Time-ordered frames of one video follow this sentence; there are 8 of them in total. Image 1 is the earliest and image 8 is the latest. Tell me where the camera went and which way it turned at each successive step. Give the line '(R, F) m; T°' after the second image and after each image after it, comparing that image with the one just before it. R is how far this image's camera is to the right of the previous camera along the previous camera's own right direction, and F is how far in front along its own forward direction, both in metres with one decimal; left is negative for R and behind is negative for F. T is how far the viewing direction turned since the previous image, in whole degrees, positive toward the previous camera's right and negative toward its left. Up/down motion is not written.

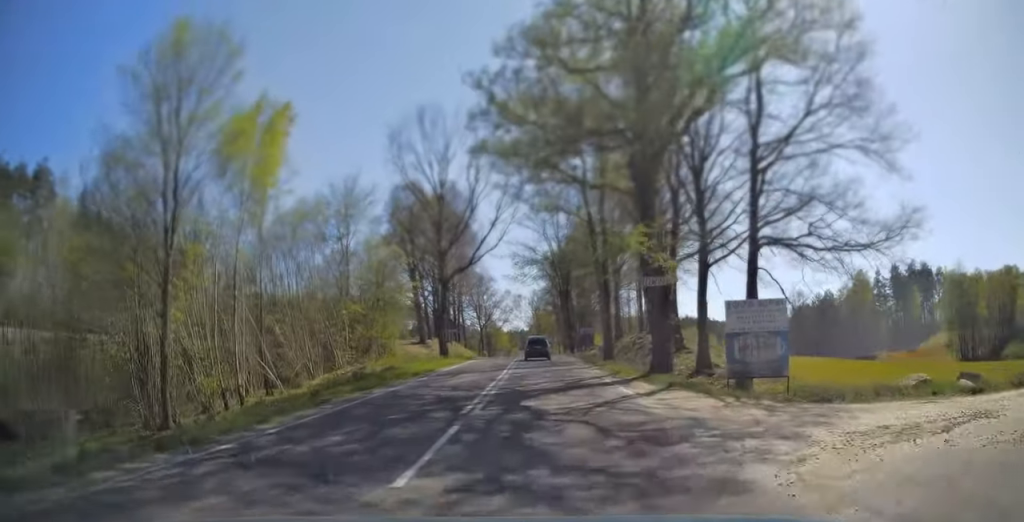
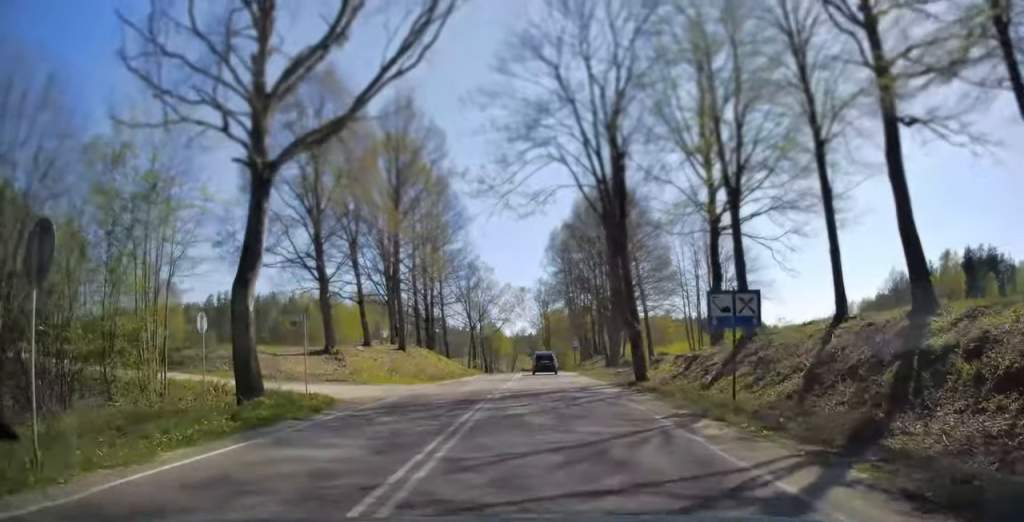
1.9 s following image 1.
(-0.2, +35.5) m; -1°
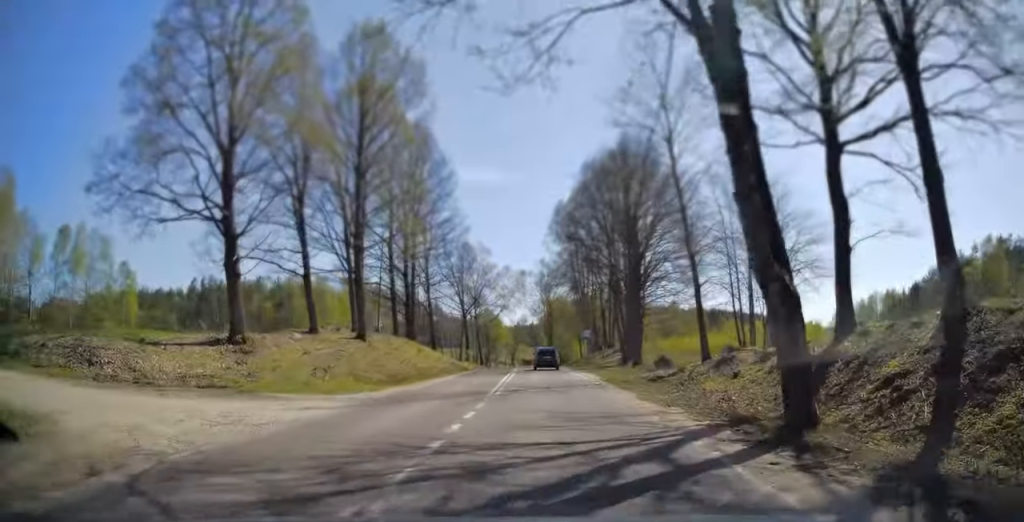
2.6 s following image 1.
(0.0, +13.1) m; 0°
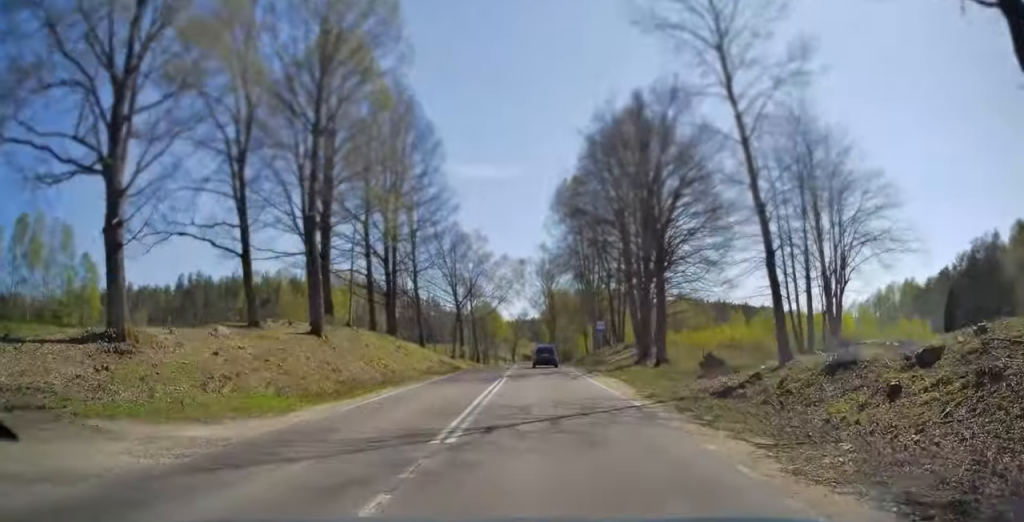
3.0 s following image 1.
(0.0, +9.0) m; 0°
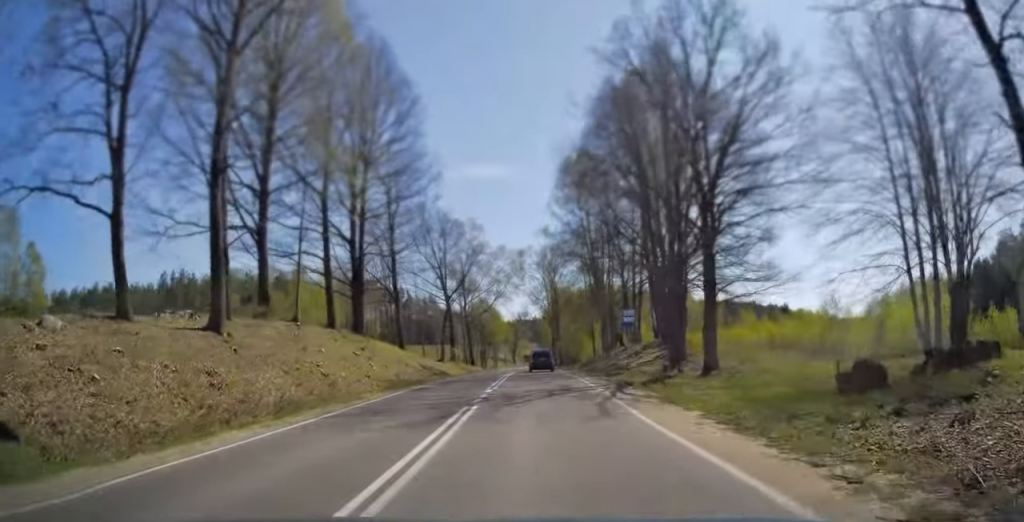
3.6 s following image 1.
(-0.1, +11.4) m; -1°
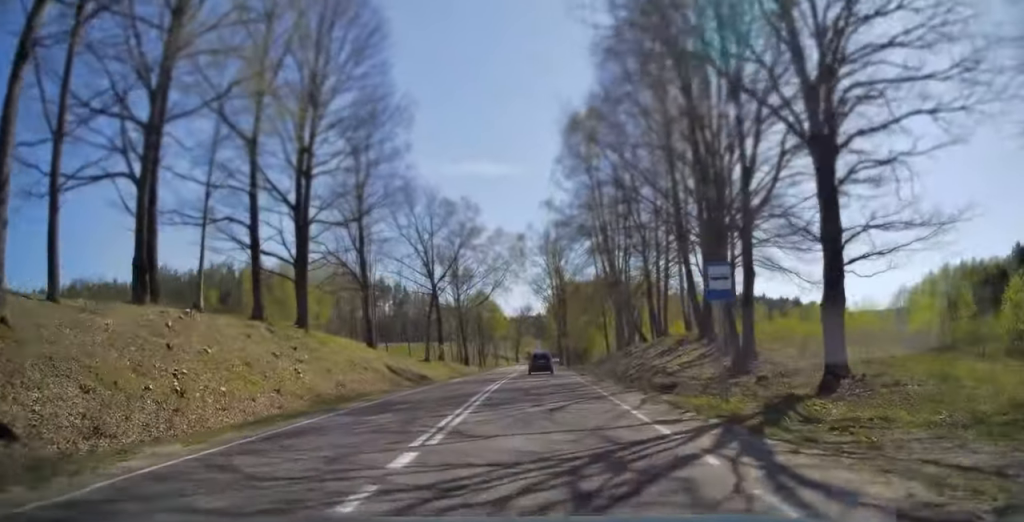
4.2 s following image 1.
(0.0, +12.1) m; -1°
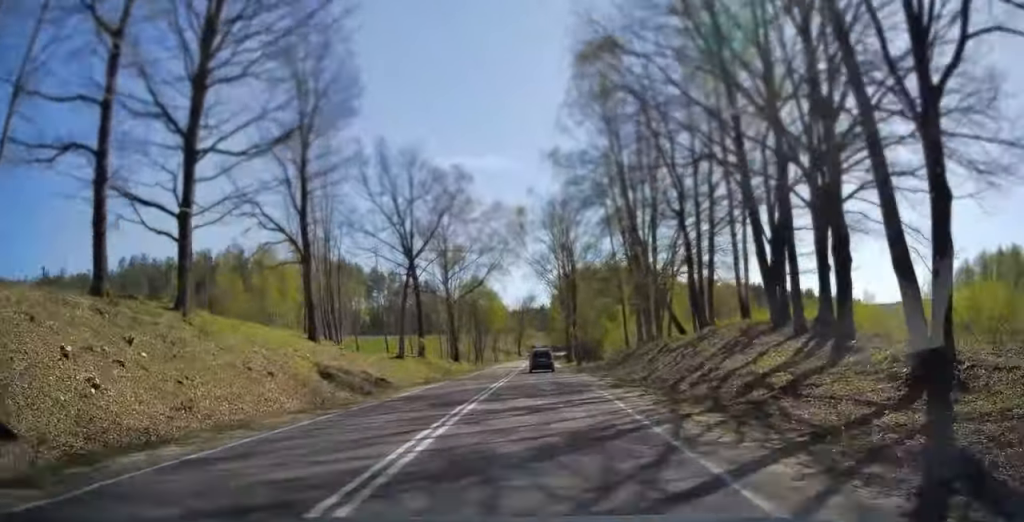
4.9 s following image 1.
(-0.1, +13.2) m; 0°
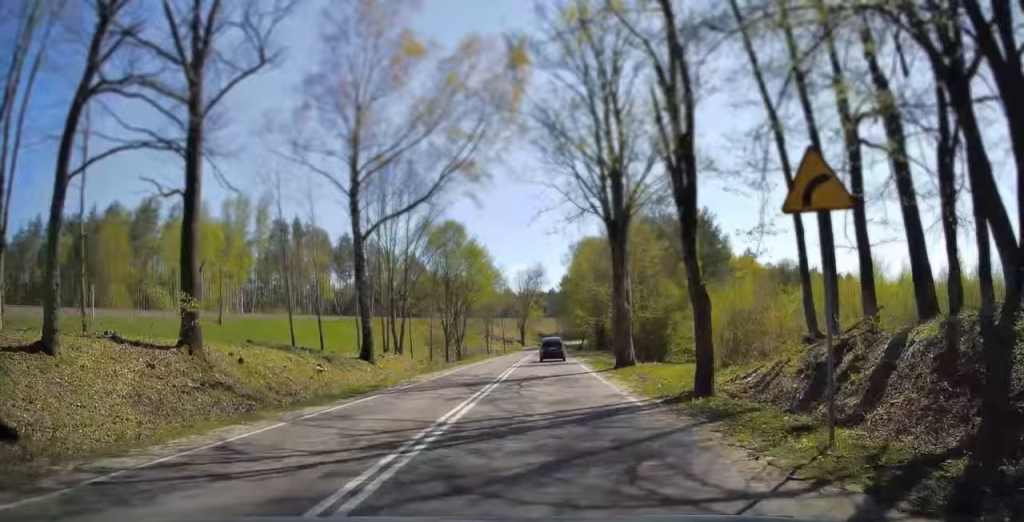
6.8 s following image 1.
(-0.1, +38.6) m; 0°
